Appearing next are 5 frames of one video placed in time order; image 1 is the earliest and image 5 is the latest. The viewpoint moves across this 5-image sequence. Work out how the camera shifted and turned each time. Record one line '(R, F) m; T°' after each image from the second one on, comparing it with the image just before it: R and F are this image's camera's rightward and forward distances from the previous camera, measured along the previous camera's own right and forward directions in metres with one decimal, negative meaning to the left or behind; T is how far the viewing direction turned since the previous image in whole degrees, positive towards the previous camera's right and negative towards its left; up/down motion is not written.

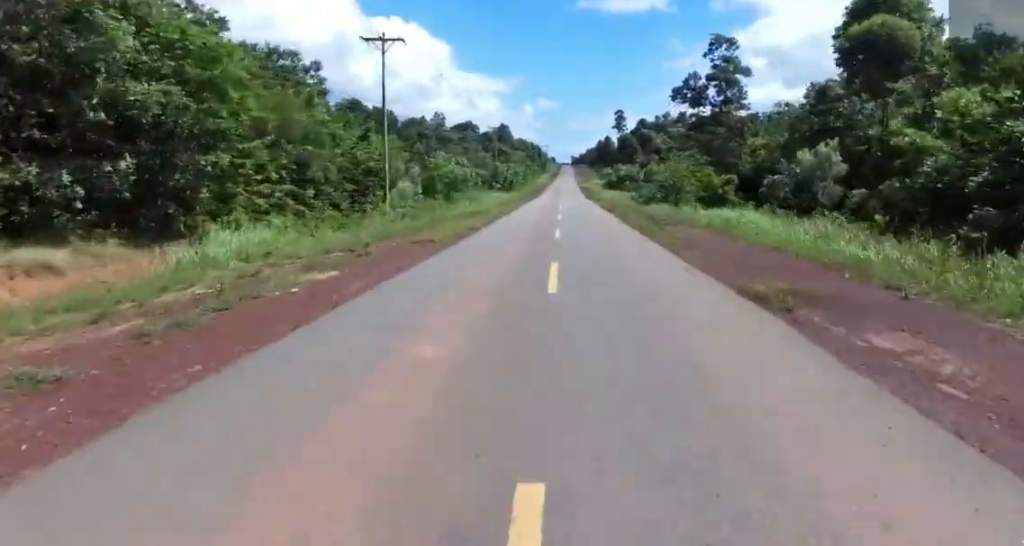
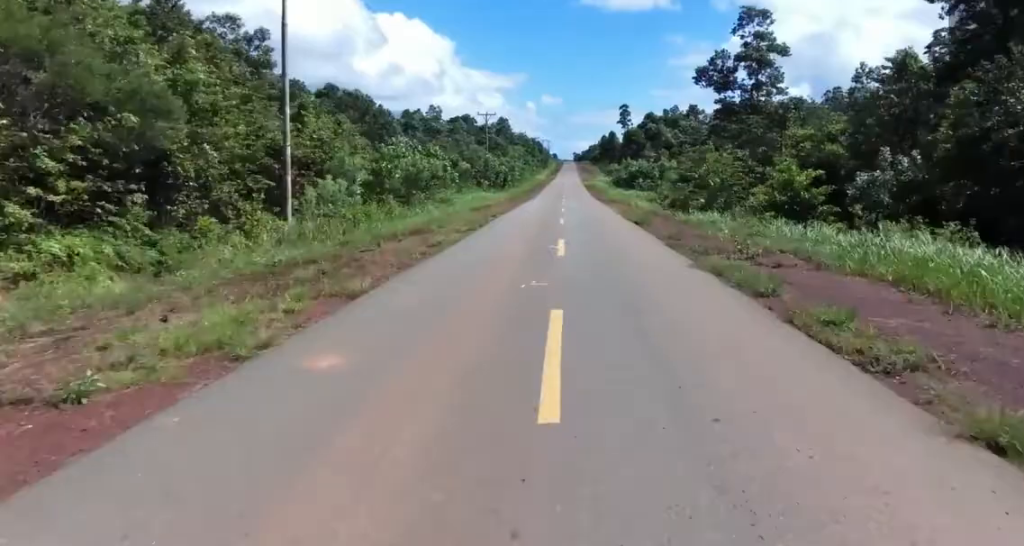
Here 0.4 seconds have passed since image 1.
(+0.3, +11.4) m; 0°
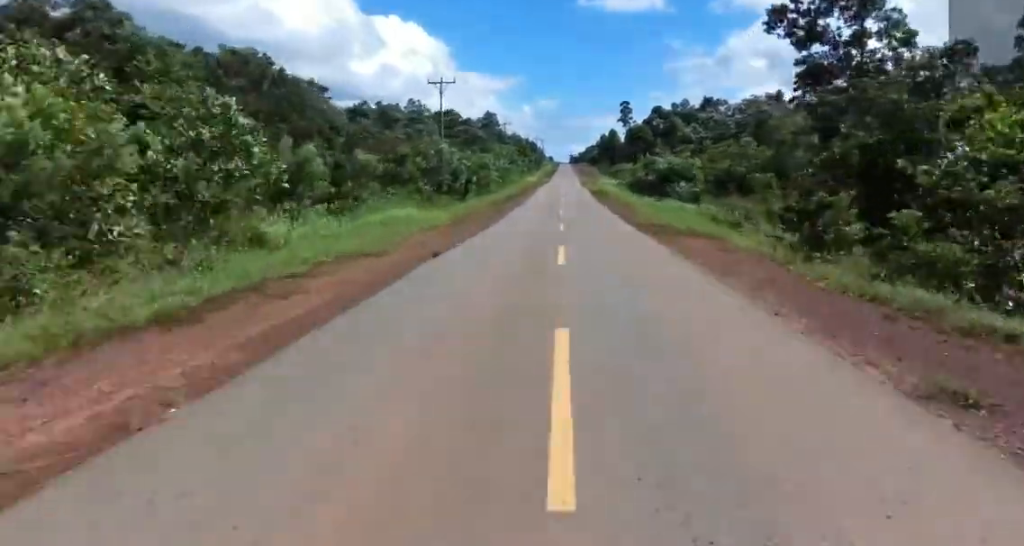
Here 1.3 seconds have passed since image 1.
(-0.9, +26.2) m; -2°
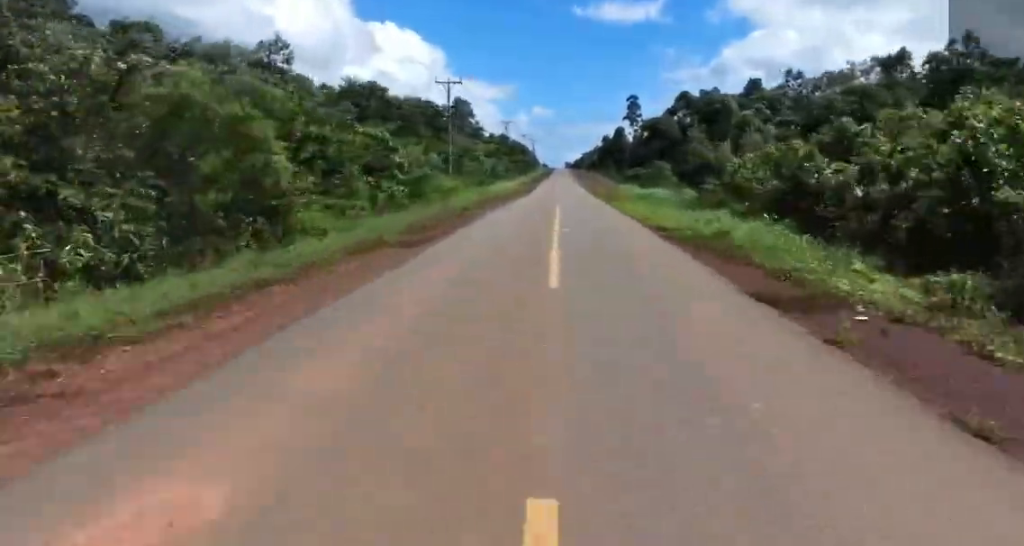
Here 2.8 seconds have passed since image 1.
(+1.4, +43.1) m; +4°
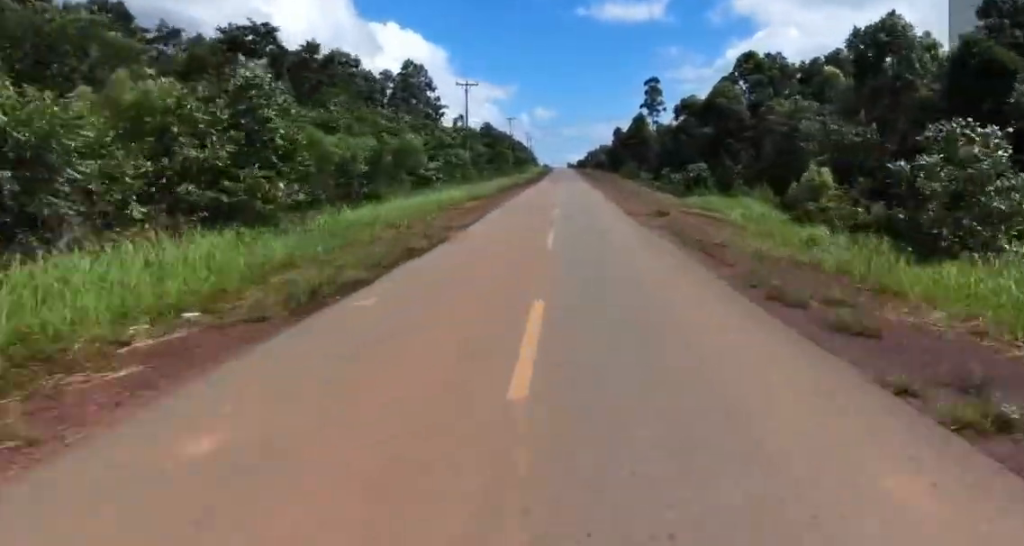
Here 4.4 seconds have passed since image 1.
(-0.3, +45.8) m; -1°
